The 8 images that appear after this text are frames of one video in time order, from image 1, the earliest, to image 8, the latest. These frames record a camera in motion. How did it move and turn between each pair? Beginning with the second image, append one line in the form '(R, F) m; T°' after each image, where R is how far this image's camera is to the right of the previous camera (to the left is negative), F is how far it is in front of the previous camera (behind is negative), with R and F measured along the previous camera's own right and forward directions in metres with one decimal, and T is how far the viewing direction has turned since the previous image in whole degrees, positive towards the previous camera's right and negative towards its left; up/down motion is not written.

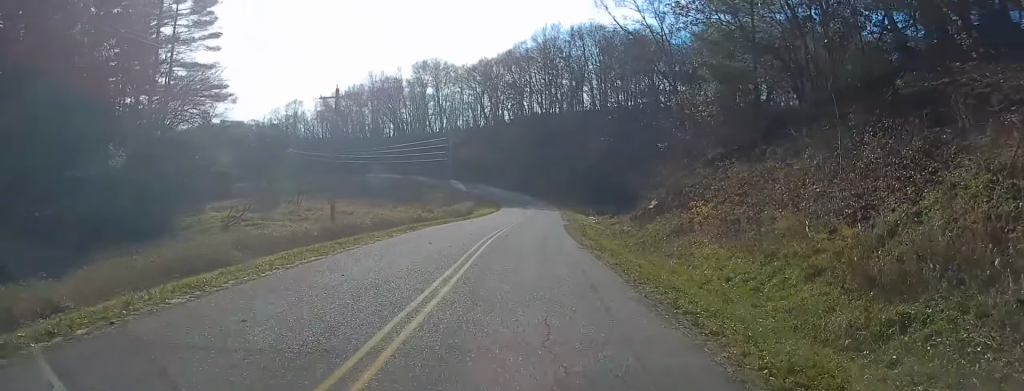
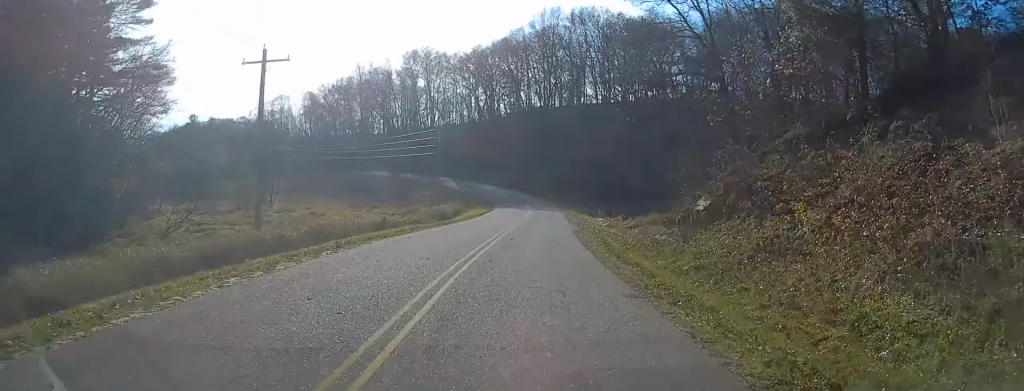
(-0.1, +11.8) m; 0°
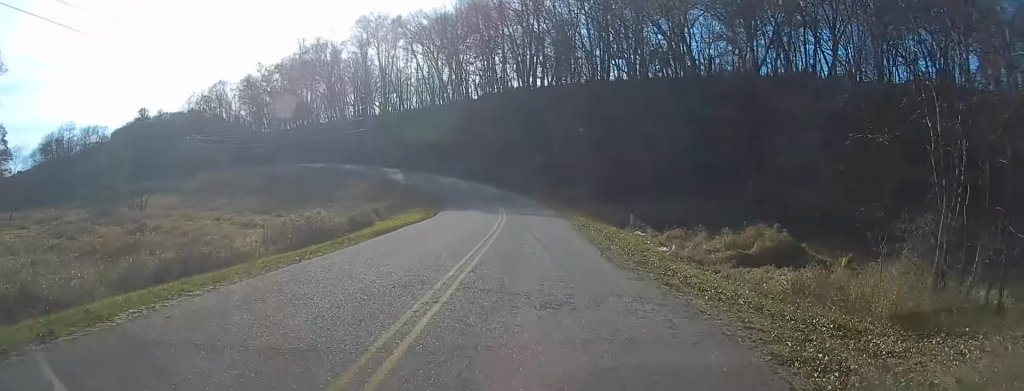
(+0.4, +32.5) m; +1°
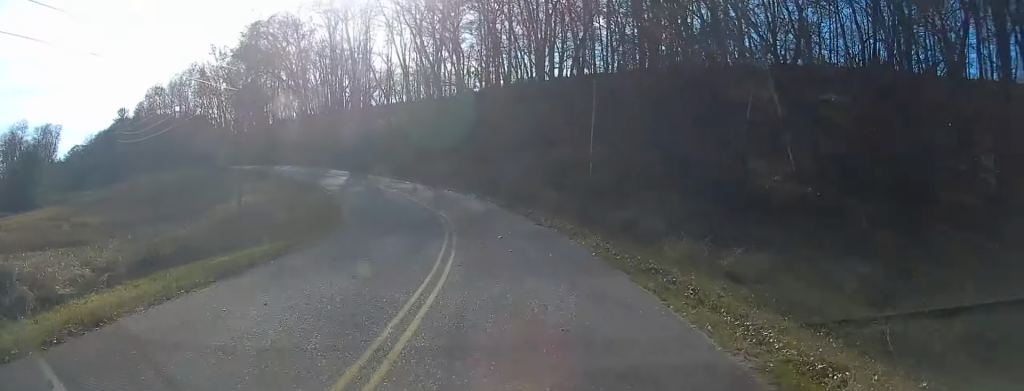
(-0.3, +32.8) m; -5°
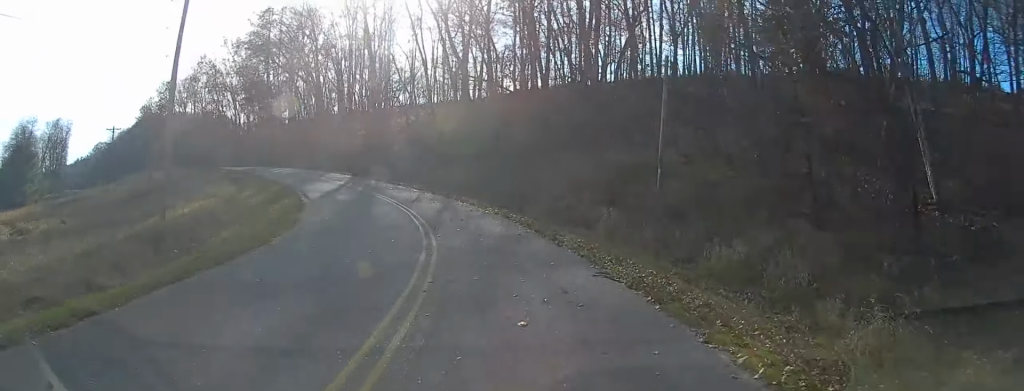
(-0.3, +11.4) m; -4°
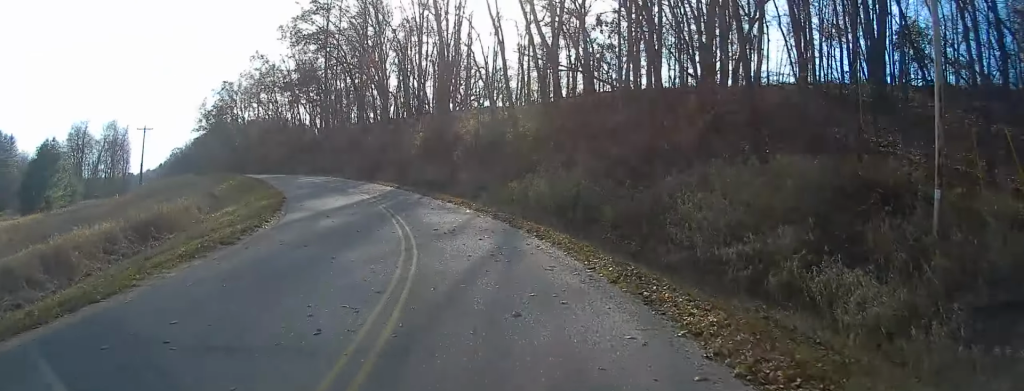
(-0.9, +15.9) m; -8°
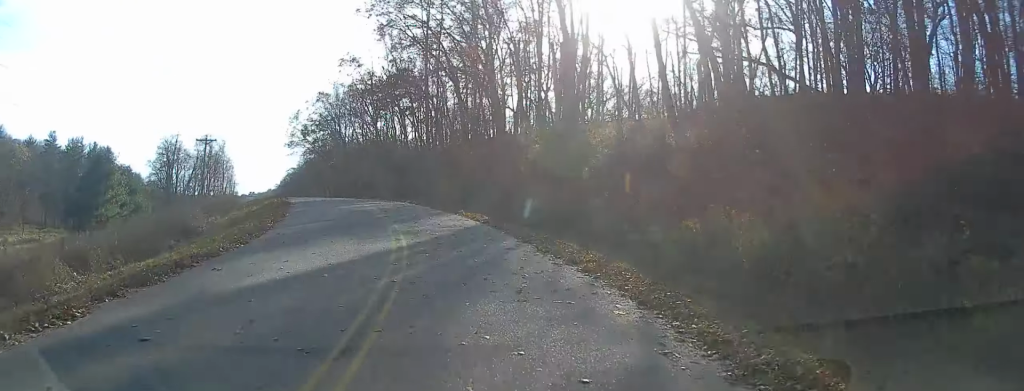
(-1.7, +16.5) m; -10°
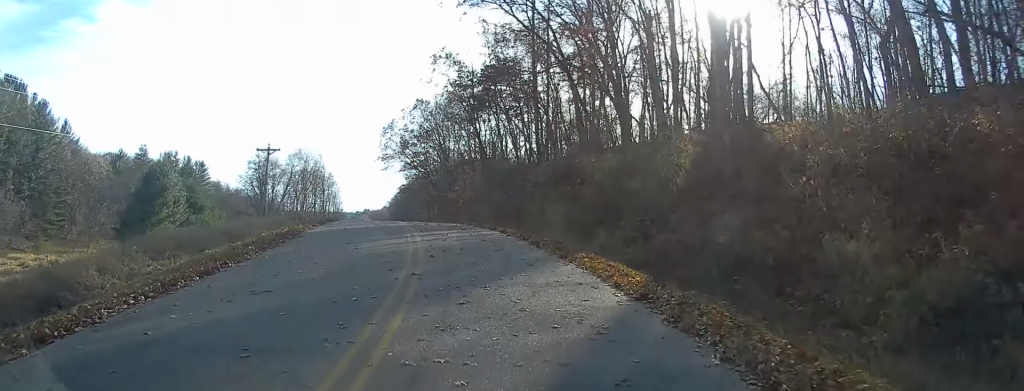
(-1.3, +14.0) m; -7°
